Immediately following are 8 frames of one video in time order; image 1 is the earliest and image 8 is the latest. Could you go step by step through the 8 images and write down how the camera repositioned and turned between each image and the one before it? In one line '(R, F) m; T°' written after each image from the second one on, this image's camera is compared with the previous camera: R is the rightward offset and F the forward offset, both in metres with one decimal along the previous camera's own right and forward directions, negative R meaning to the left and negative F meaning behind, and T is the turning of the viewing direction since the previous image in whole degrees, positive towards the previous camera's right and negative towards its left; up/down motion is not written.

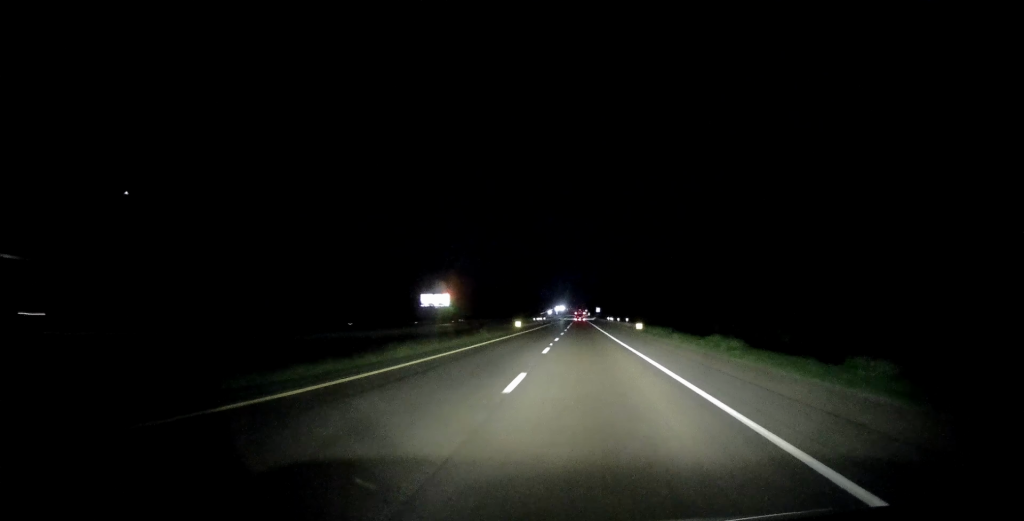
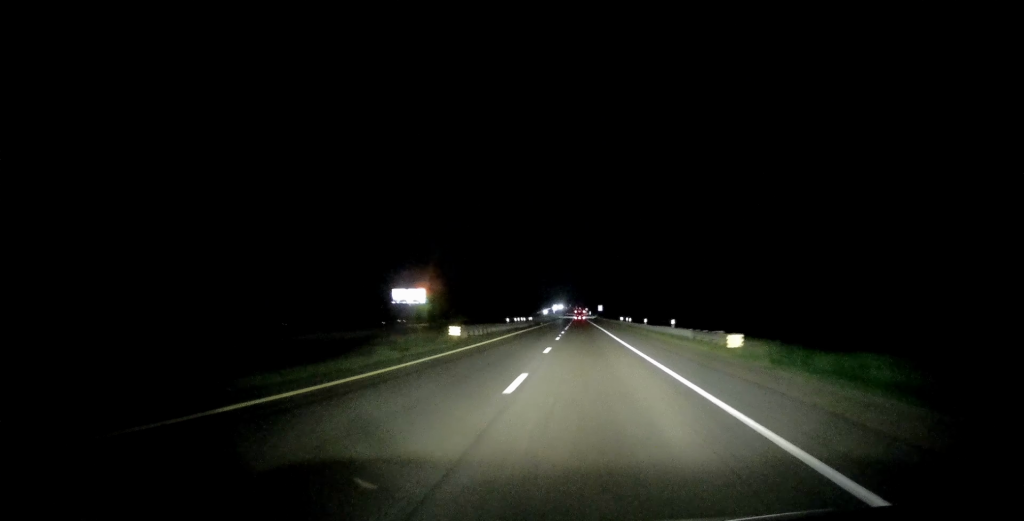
(0.0, +36.2) m; +1°
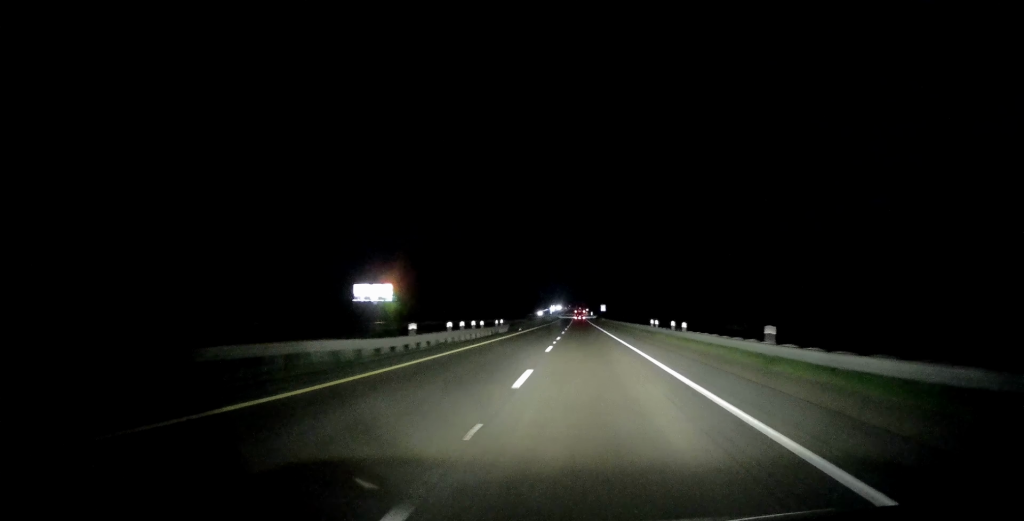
(+0.5, +35.1) m; 0°
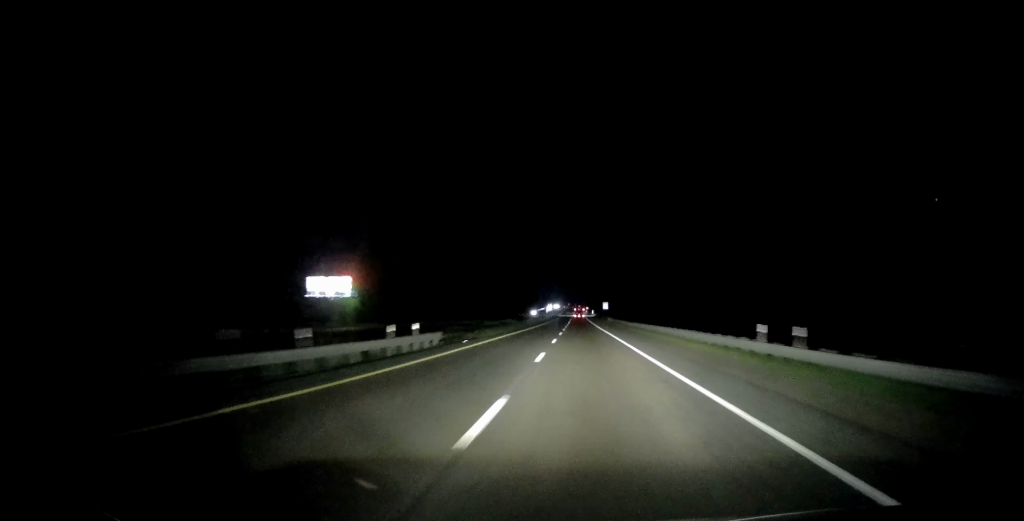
(-0.2, +29.6) m; -1°
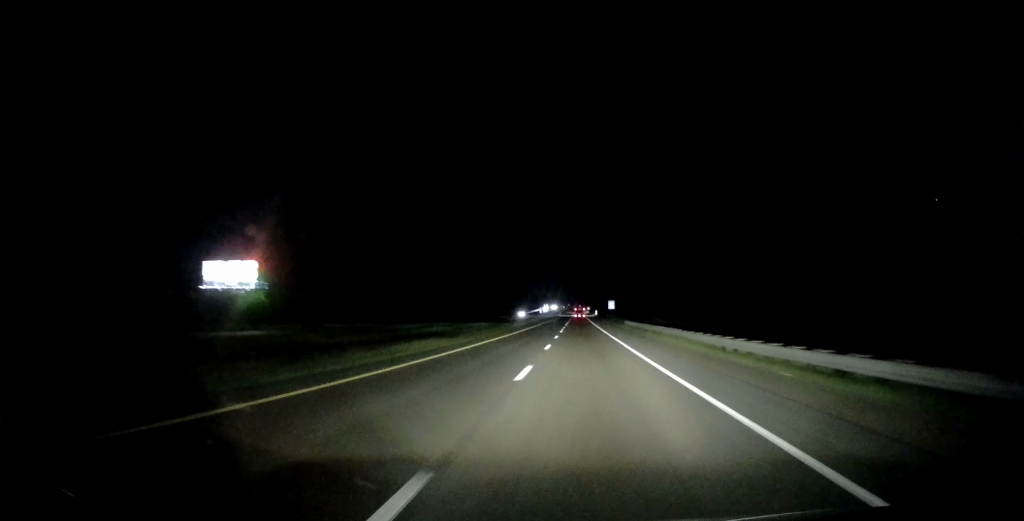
(-0.2, +41.7) m; 0°
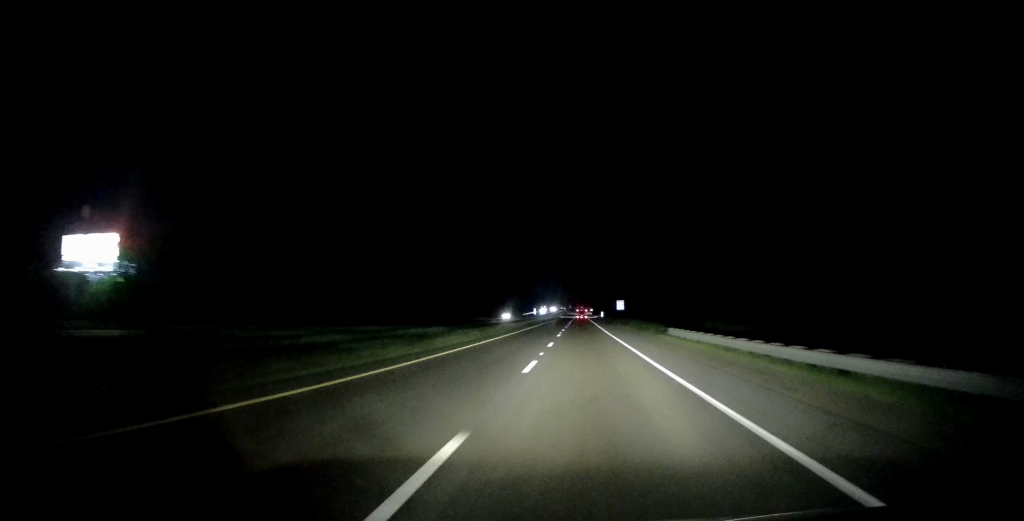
(0.0, +35.0) m; 0°
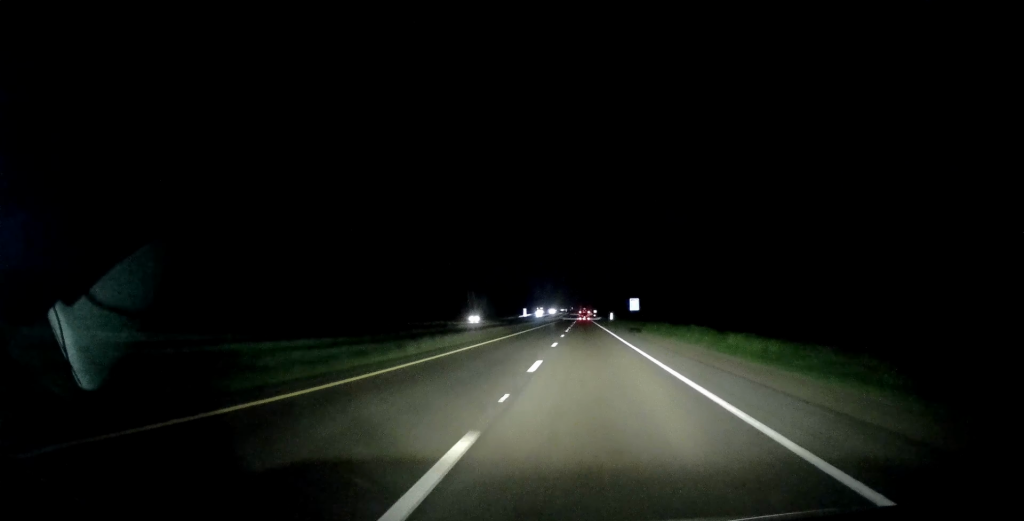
(0.0, +36.1) m; 0°
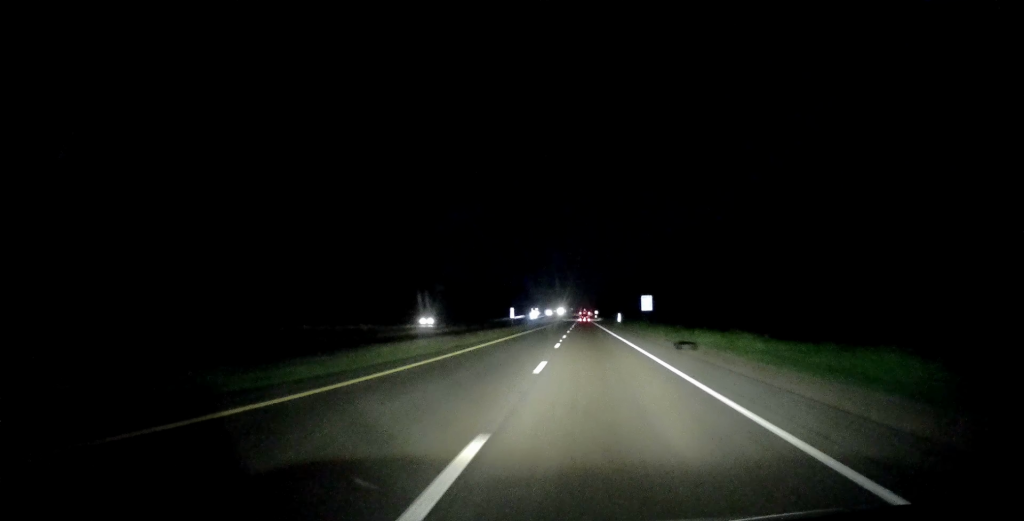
(+0.3, +24.0) m; 0°
